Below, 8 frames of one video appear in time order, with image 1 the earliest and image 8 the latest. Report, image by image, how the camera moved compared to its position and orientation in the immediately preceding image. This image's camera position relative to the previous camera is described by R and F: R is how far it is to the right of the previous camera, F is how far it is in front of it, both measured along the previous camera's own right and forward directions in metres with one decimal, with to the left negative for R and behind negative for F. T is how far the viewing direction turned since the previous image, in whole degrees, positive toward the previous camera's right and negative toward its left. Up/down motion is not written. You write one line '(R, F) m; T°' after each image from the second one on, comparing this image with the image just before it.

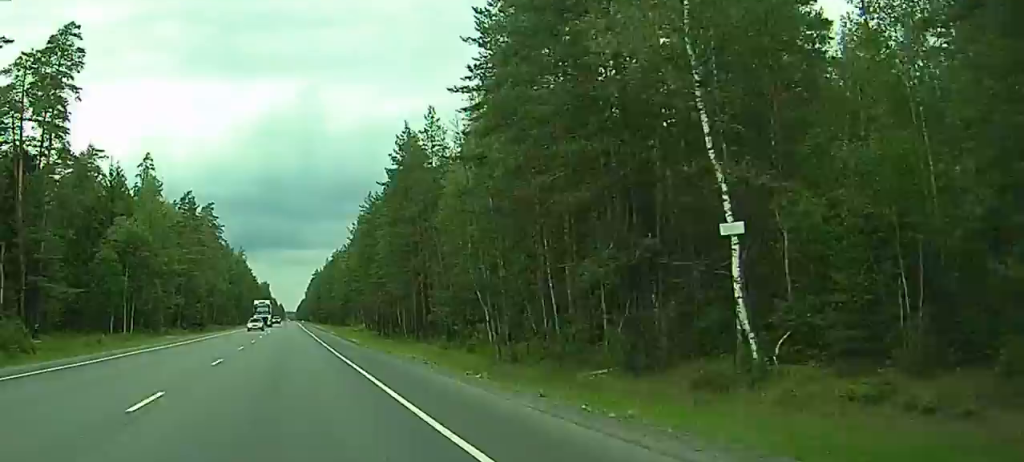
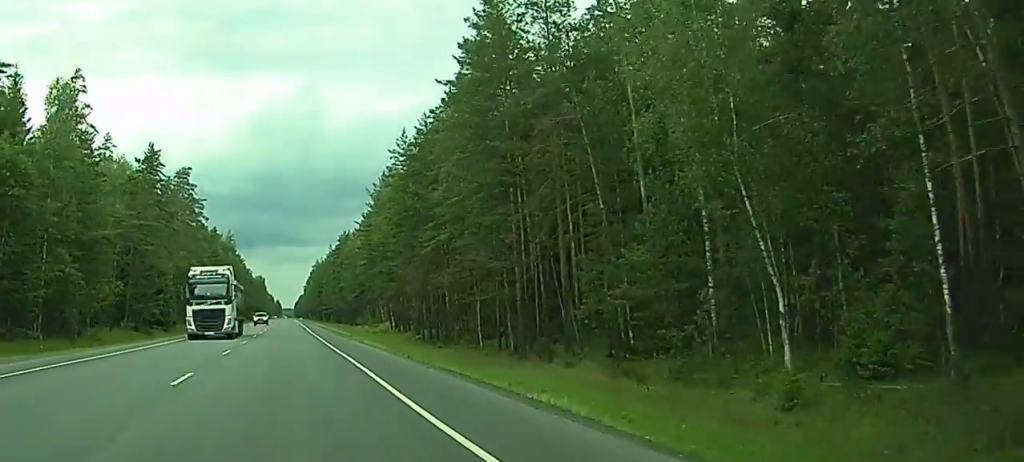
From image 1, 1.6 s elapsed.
(-0.1, +44.0) m; 0°
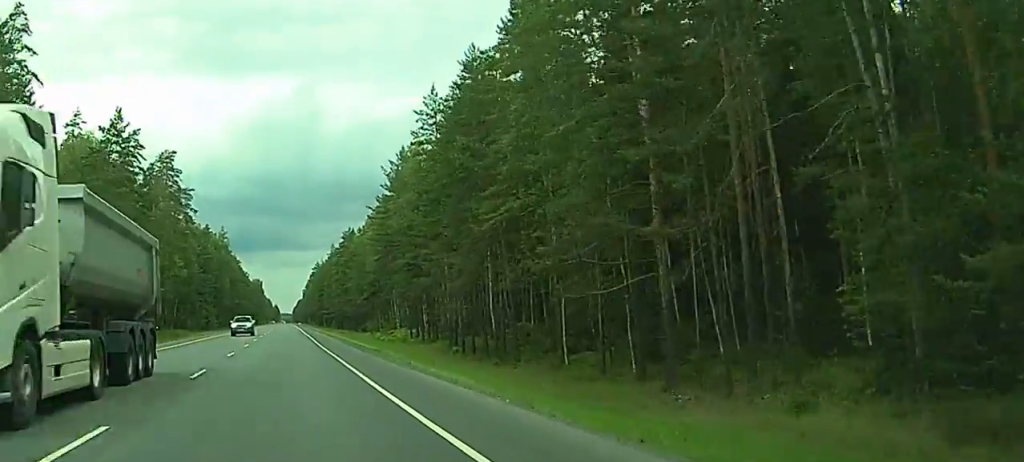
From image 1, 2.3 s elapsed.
(0.0, +20.7) m; +1°
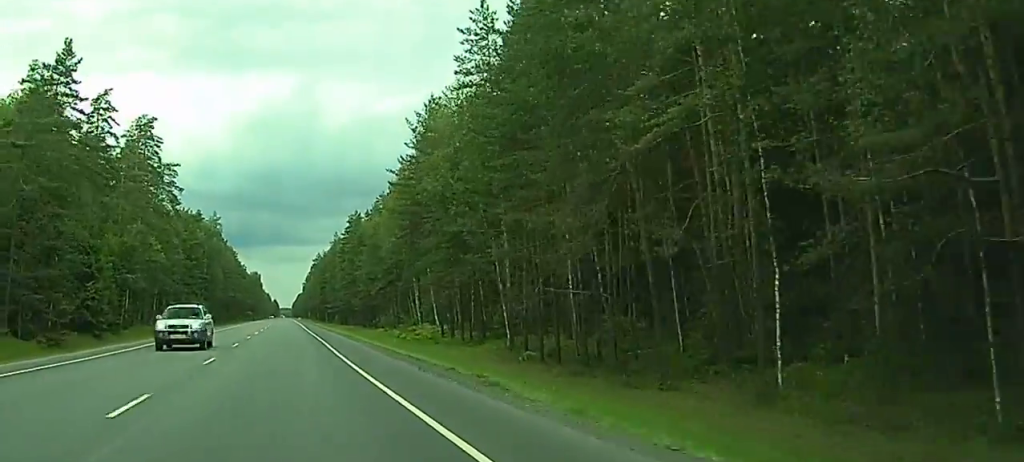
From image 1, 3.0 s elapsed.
(+0.2, +20.7) m; 0°
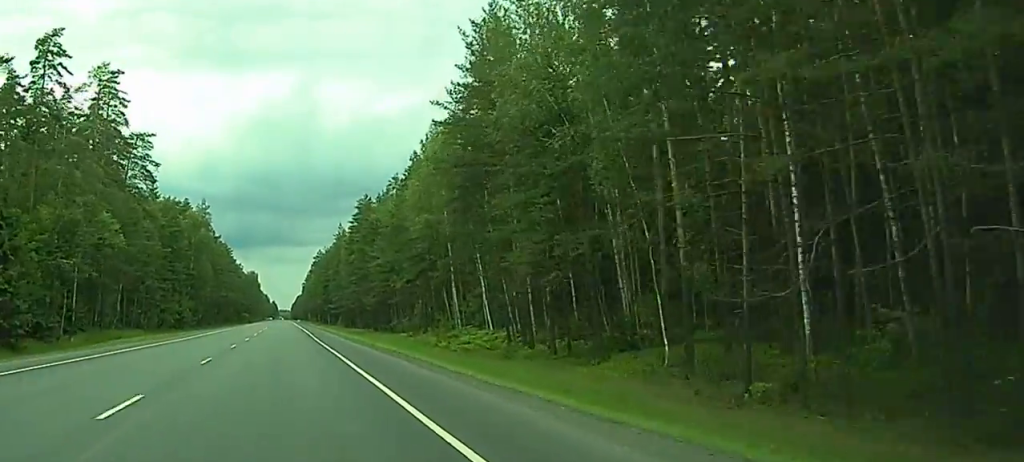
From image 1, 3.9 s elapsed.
(0.0, +24.5) m; 0°
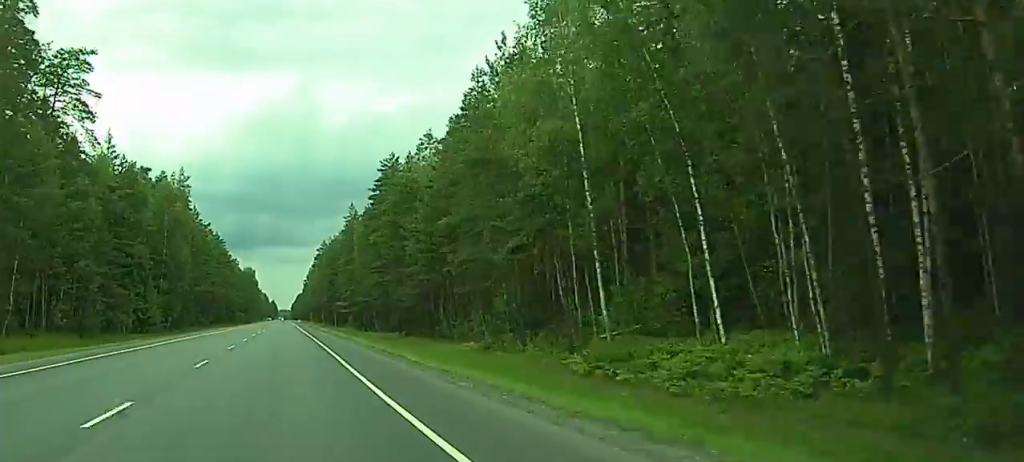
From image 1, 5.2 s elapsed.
(0.0, +36.7) m; 0°
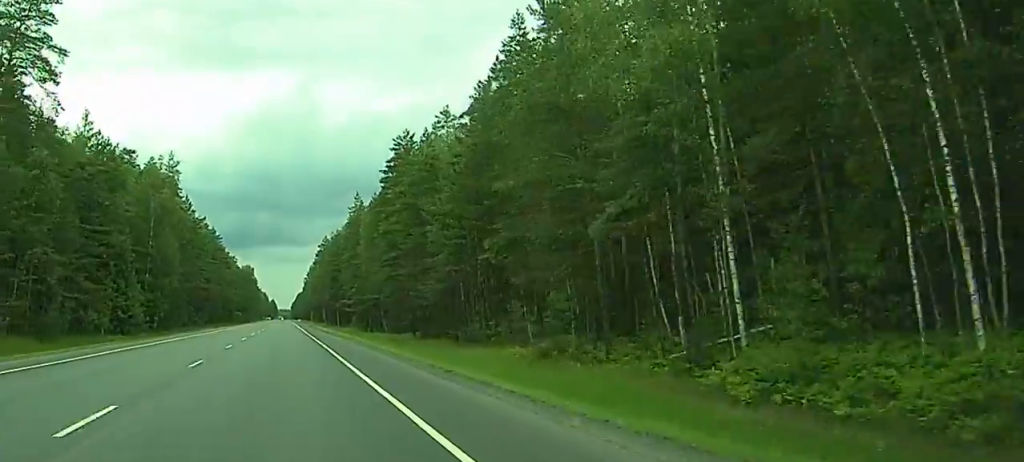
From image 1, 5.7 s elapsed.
(0.0, +13.2) m; 0°
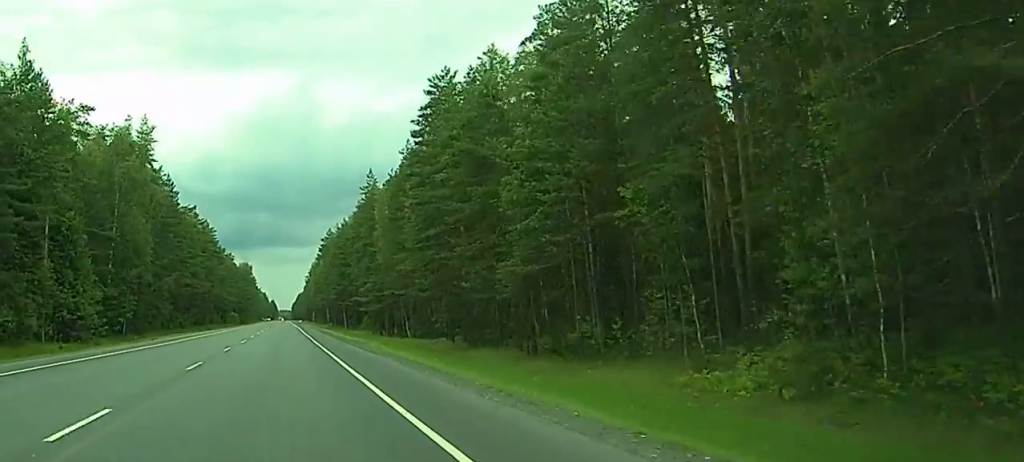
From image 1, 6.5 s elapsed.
(-0.2, +24.5) m; 0°
